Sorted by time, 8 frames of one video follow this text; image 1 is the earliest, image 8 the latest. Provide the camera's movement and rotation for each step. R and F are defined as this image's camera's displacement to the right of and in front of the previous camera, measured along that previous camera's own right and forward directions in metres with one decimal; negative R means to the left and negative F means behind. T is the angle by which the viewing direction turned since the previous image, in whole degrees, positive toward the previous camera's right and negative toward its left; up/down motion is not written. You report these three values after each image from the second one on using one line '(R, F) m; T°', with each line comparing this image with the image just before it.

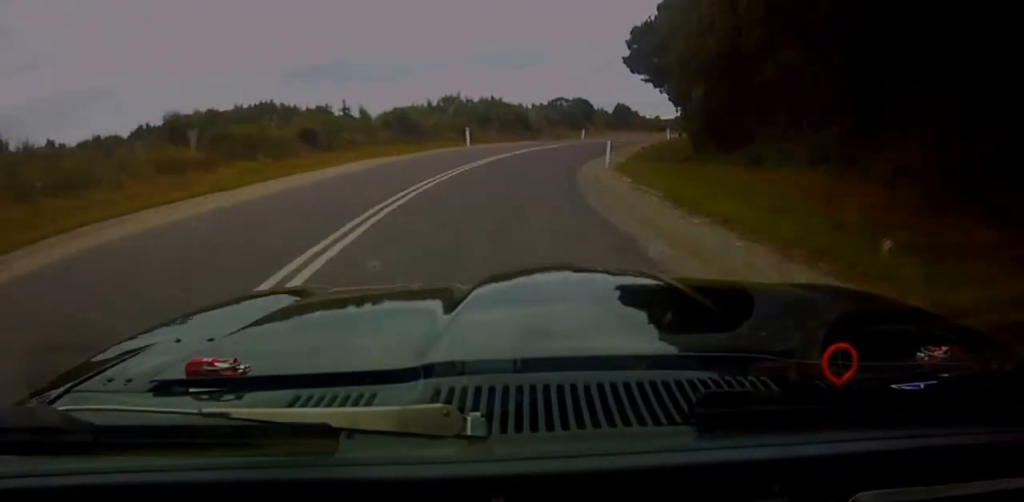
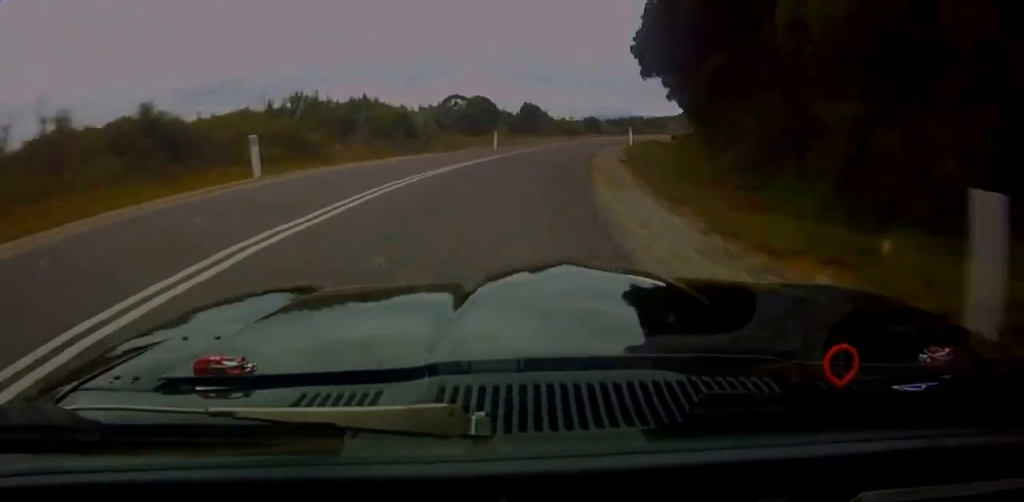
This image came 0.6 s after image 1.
(+0.7, +21.8) m; +7°
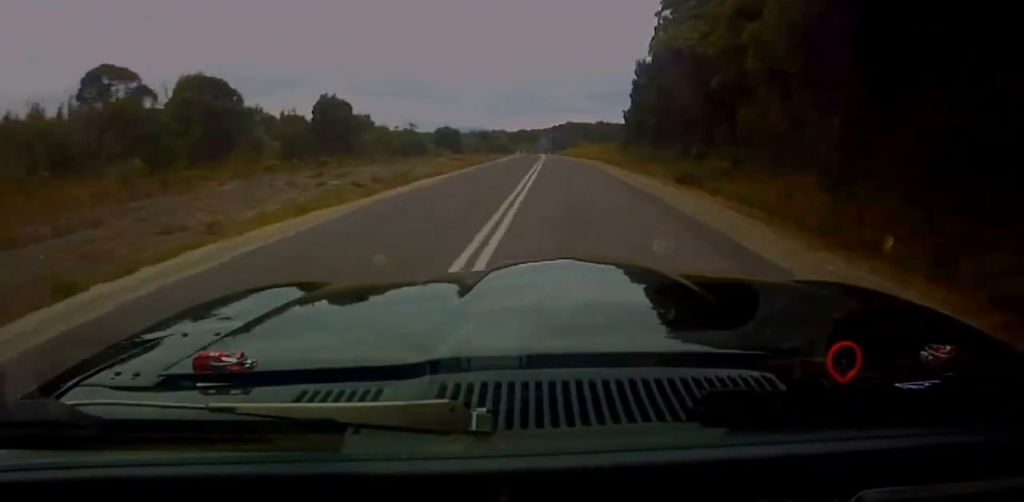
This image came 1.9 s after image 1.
(+6.1, +46.6) m; +13°
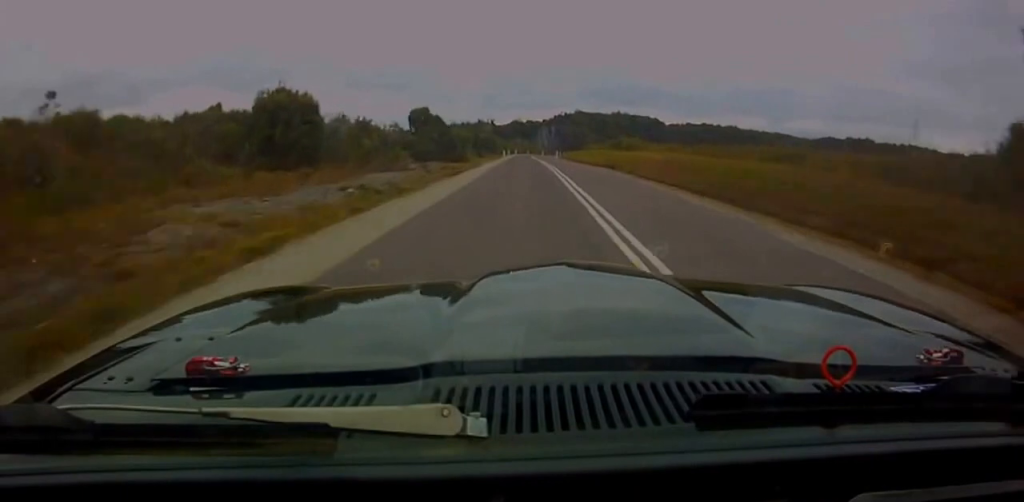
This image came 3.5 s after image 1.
(+5.7, +72.3) m; +5°
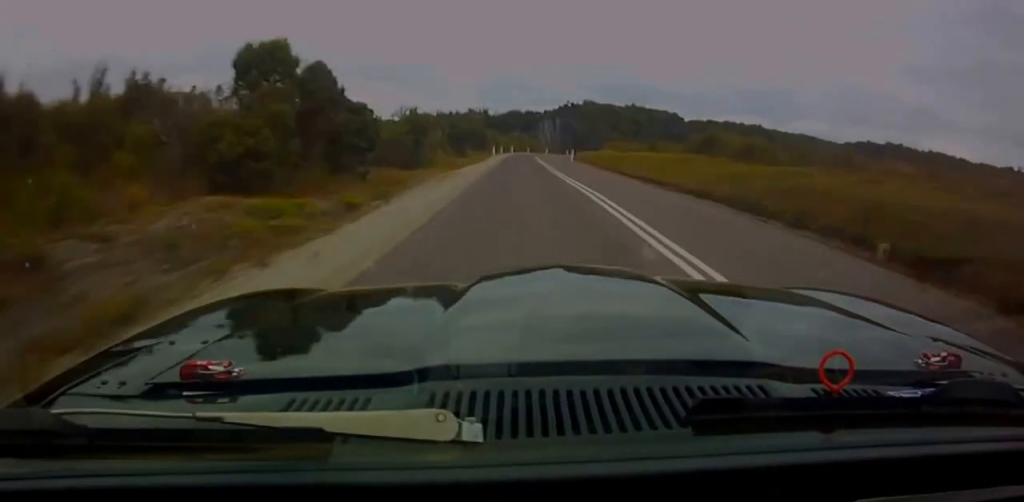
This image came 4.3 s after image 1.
(0.0, +33.2) m; +1°
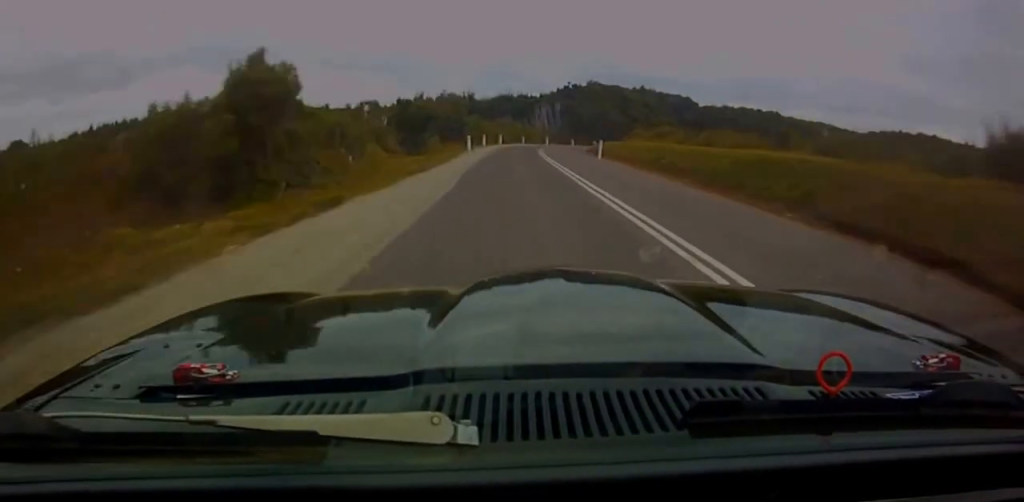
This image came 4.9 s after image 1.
(+0.4, +25.8) m; +3°
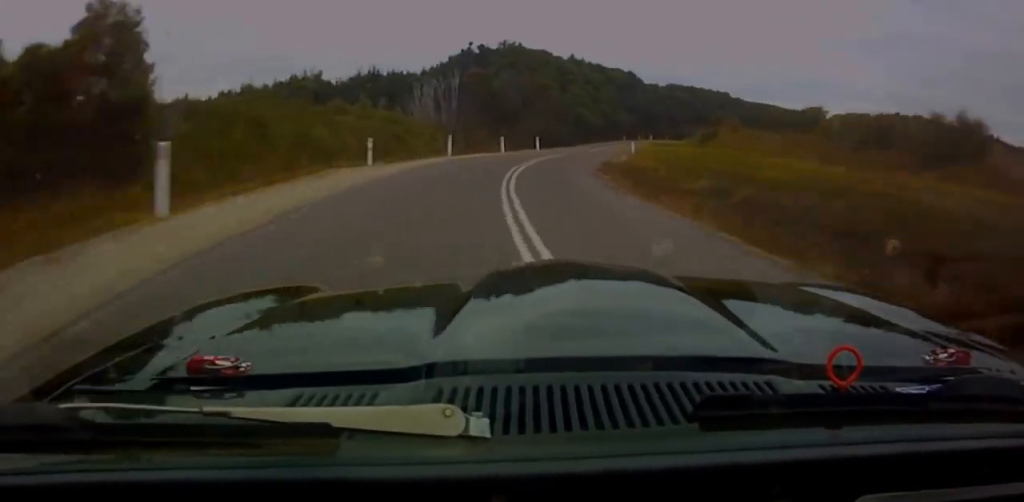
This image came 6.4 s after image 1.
(+3.9, +56.9) m; +12°
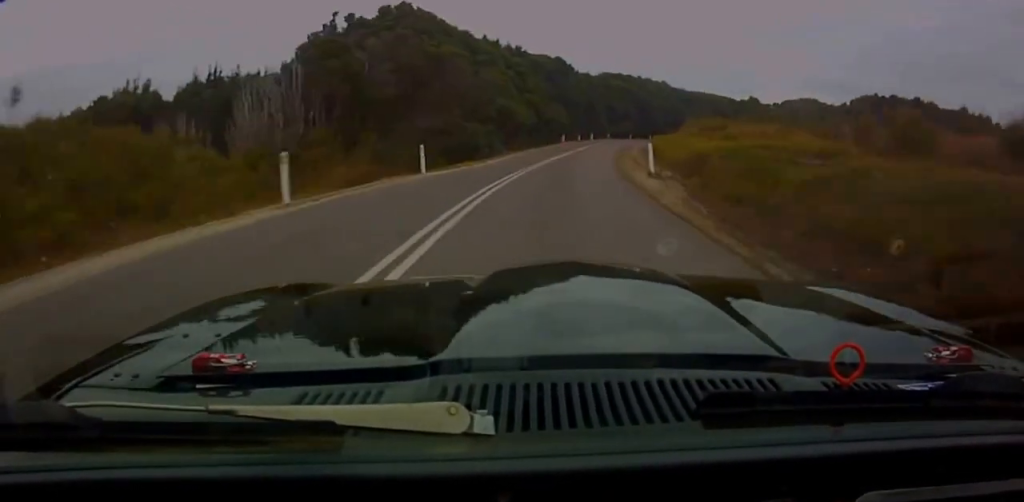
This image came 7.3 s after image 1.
(+2.9, +30.3) m; +7°
